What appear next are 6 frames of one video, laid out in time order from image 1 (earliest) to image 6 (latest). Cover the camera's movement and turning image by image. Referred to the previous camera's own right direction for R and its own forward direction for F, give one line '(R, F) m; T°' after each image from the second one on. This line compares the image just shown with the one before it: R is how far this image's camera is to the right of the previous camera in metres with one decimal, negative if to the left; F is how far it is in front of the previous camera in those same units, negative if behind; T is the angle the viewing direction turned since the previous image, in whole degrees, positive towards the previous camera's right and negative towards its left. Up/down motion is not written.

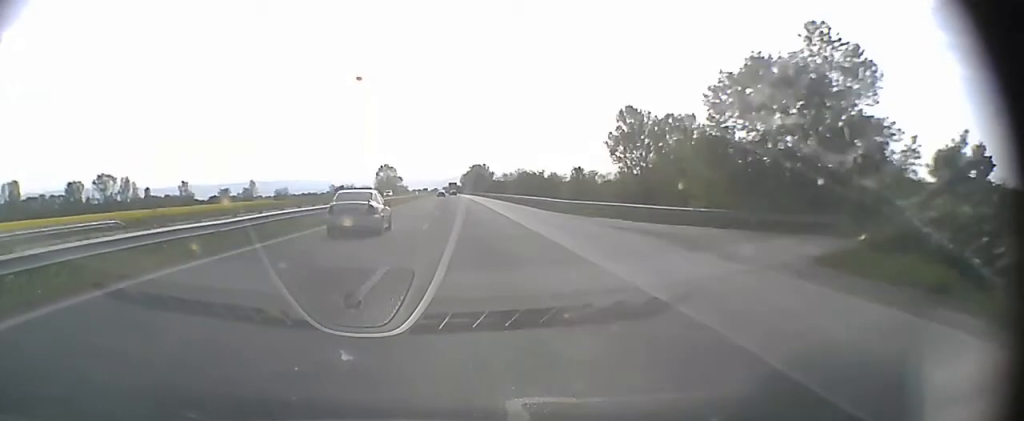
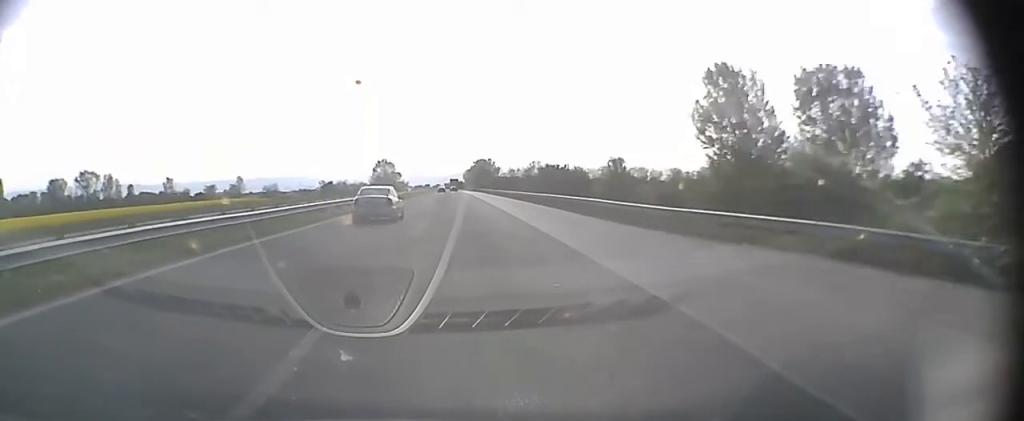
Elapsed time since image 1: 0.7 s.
(0.0, +21.3) m; 0°
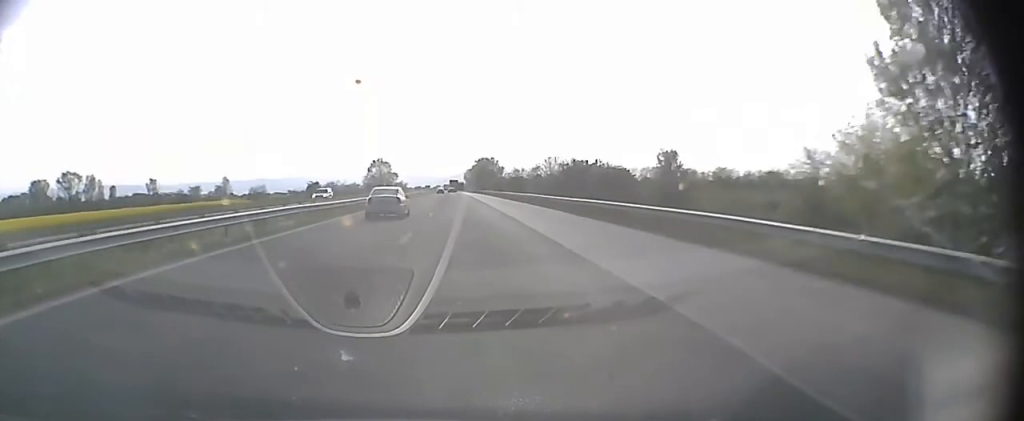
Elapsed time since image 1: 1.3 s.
(0.0, +18.2) m; 0°
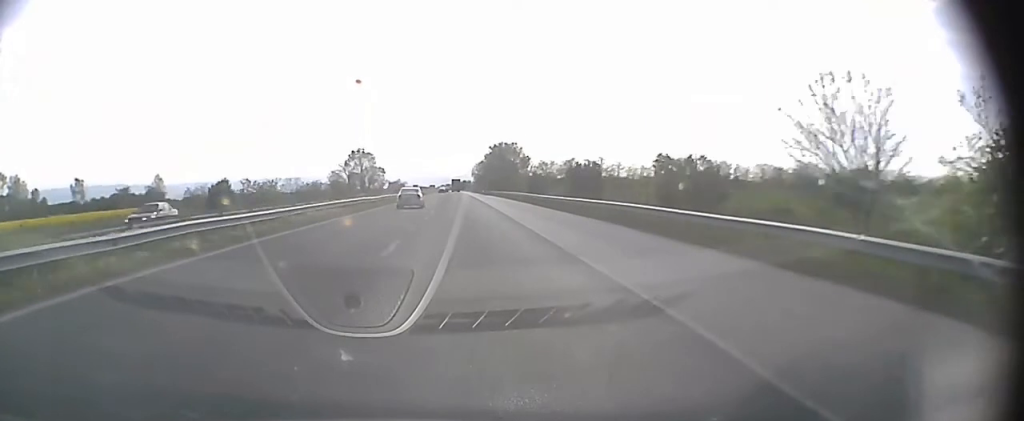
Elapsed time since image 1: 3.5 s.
(-0.3, +66.5) m; -1°
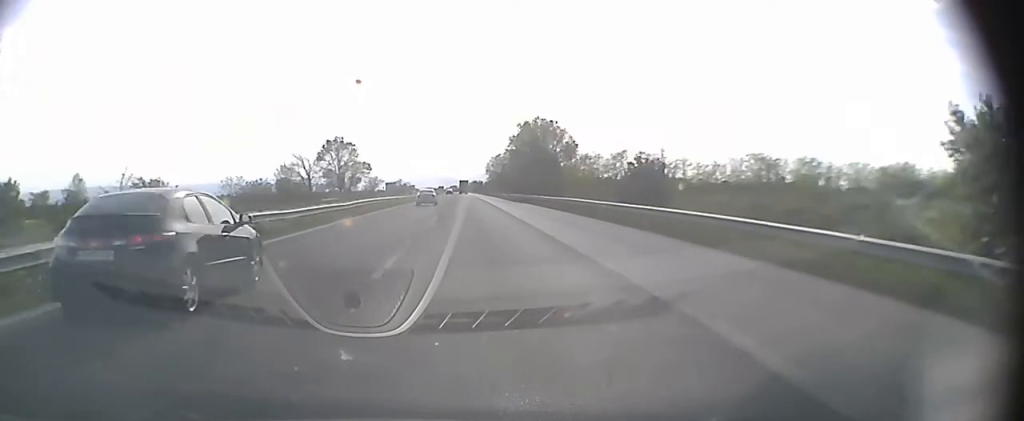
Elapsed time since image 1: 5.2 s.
(-0.2, +51.1) m; -1°
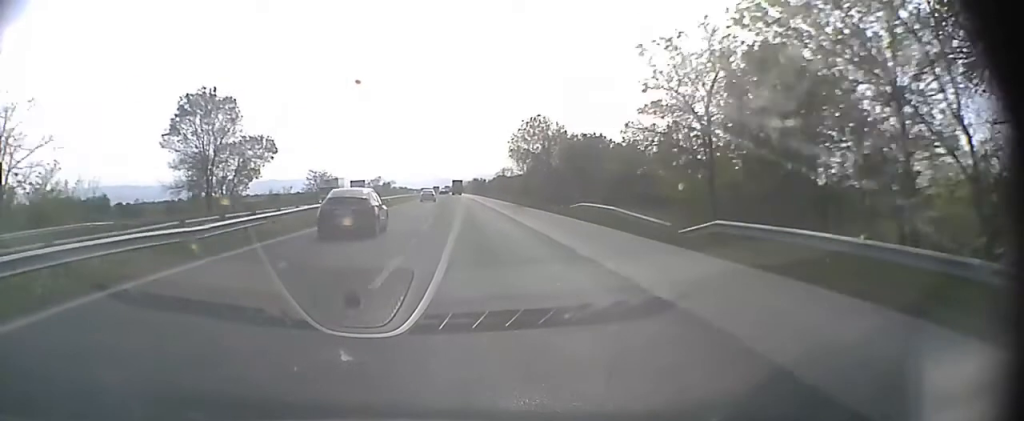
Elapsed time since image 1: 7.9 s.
(-0.2, +80.5) m; 0°
